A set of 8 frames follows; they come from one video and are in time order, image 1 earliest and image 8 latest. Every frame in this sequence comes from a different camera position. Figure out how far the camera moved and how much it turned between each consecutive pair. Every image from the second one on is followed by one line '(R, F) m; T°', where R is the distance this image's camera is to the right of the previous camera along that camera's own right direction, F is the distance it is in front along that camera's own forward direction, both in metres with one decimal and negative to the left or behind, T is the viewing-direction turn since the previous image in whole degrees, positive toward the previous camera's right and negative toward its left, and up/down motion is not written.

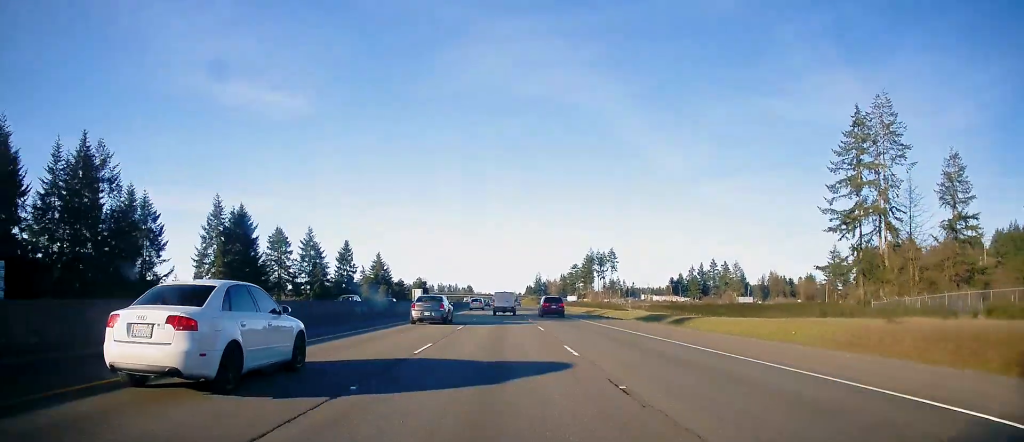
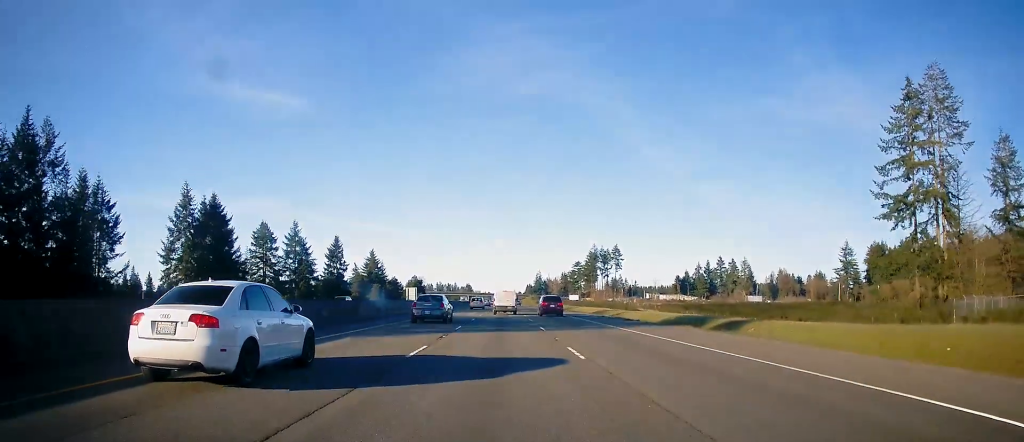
(+0.1, +13.2) m; 0°
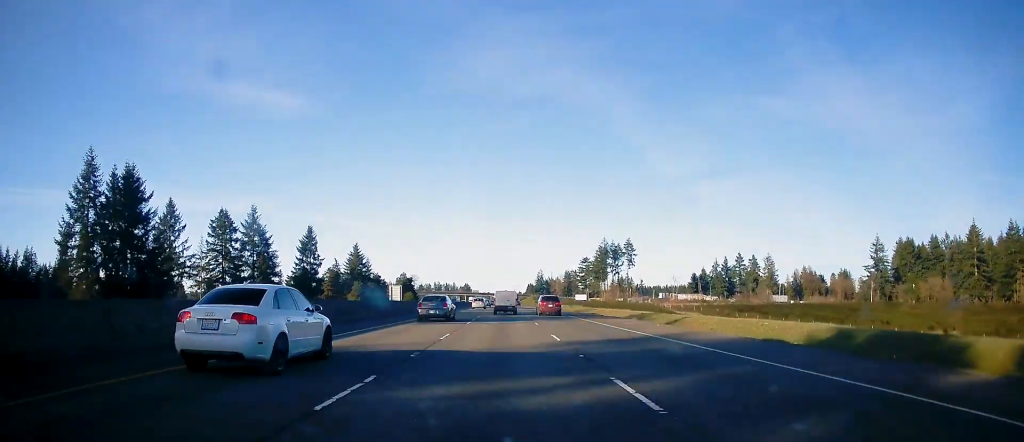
(0.0, +30.3) m; 0°
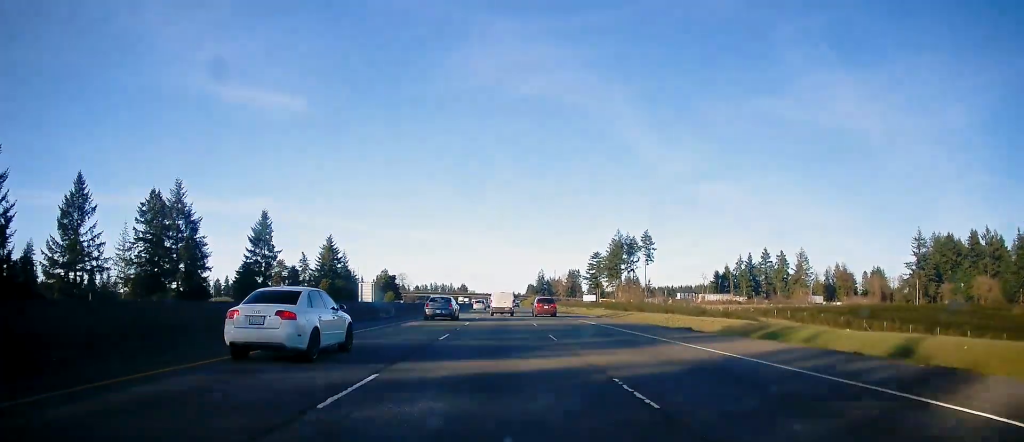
(-0.4, +36.4) m; 0°
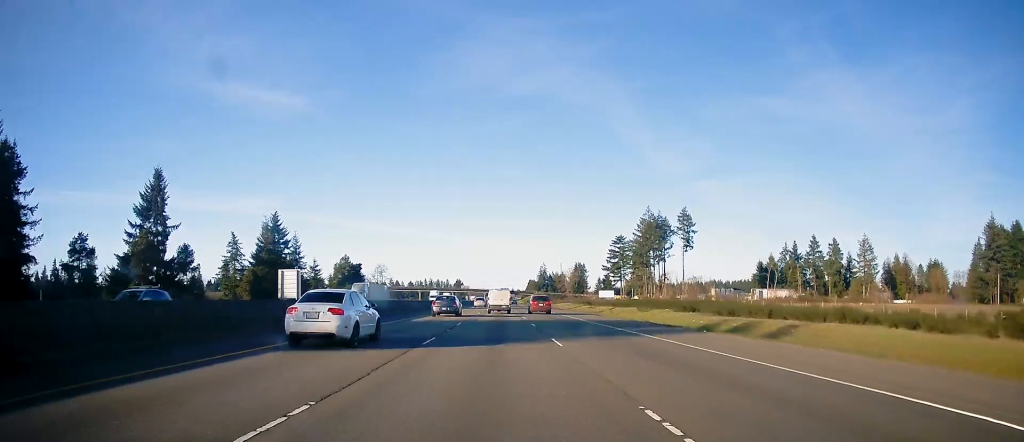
(+0.3, +51.4) m; 0°
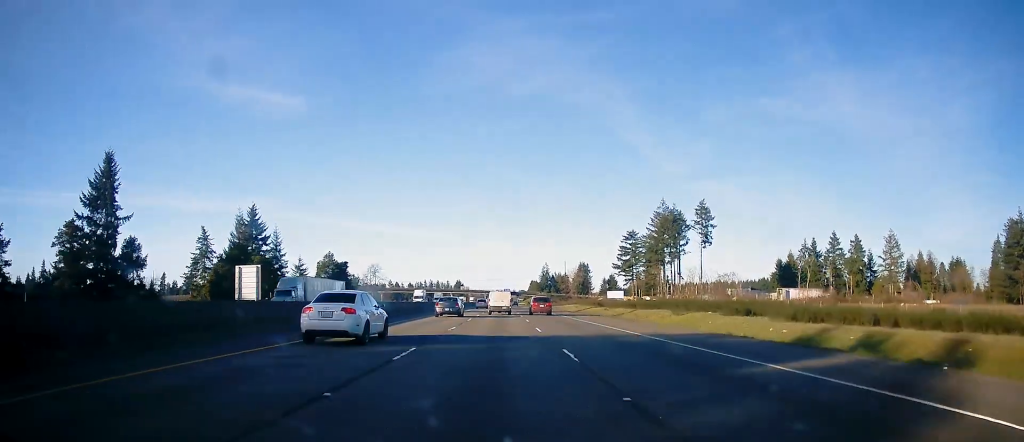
(0.0, +16.1) m; 0°
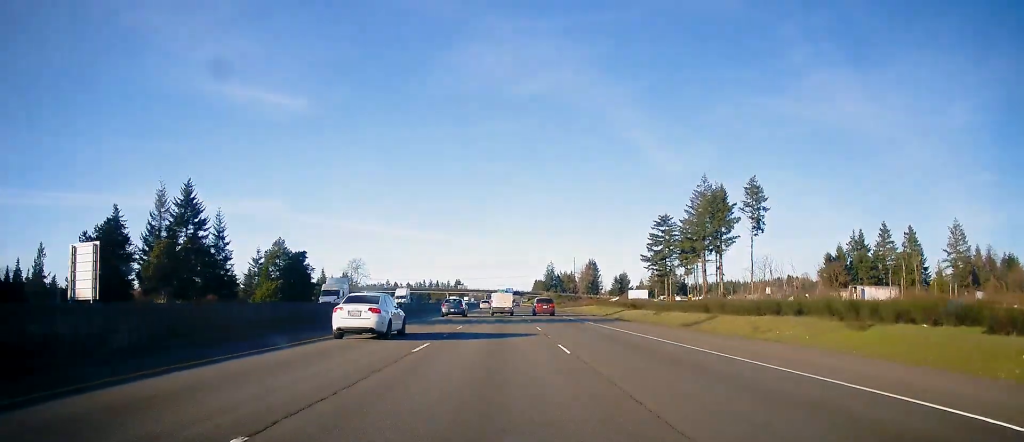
(0.0, +34.2) m; 0°
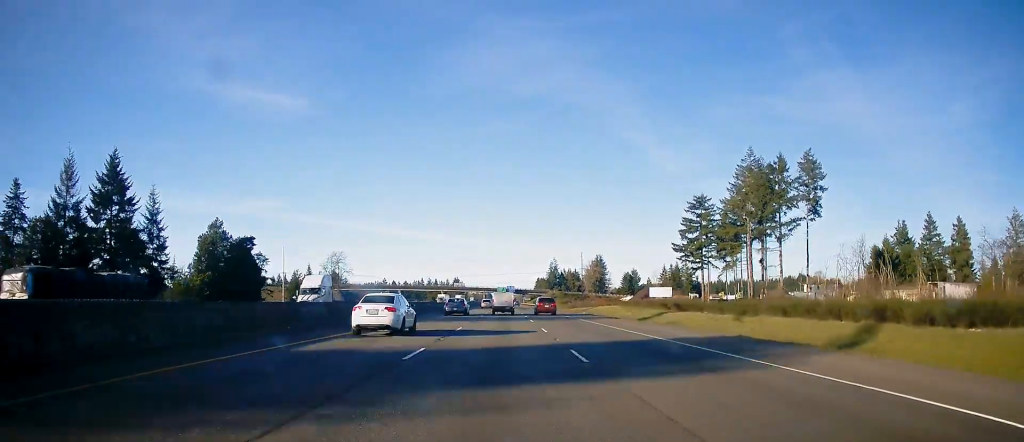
(-0.1, +26.2) m; 0°
